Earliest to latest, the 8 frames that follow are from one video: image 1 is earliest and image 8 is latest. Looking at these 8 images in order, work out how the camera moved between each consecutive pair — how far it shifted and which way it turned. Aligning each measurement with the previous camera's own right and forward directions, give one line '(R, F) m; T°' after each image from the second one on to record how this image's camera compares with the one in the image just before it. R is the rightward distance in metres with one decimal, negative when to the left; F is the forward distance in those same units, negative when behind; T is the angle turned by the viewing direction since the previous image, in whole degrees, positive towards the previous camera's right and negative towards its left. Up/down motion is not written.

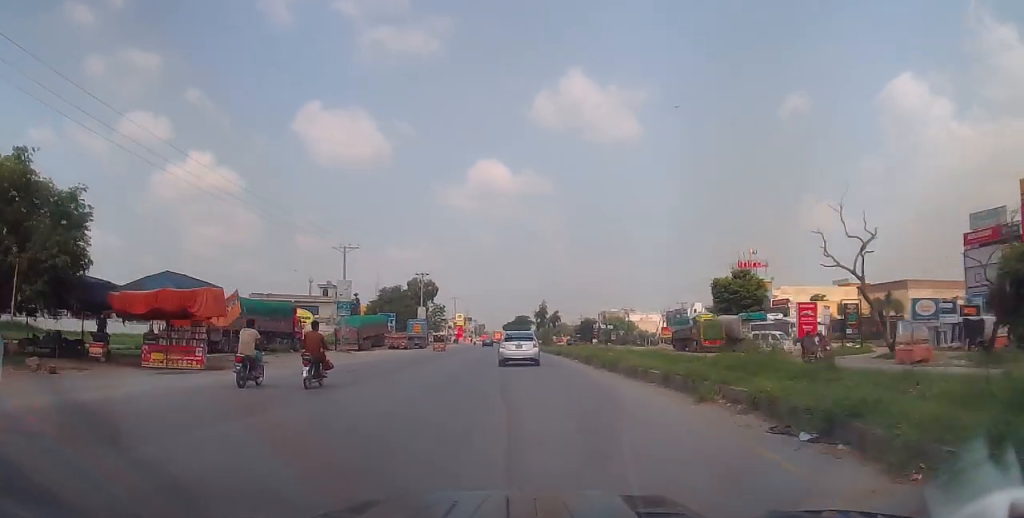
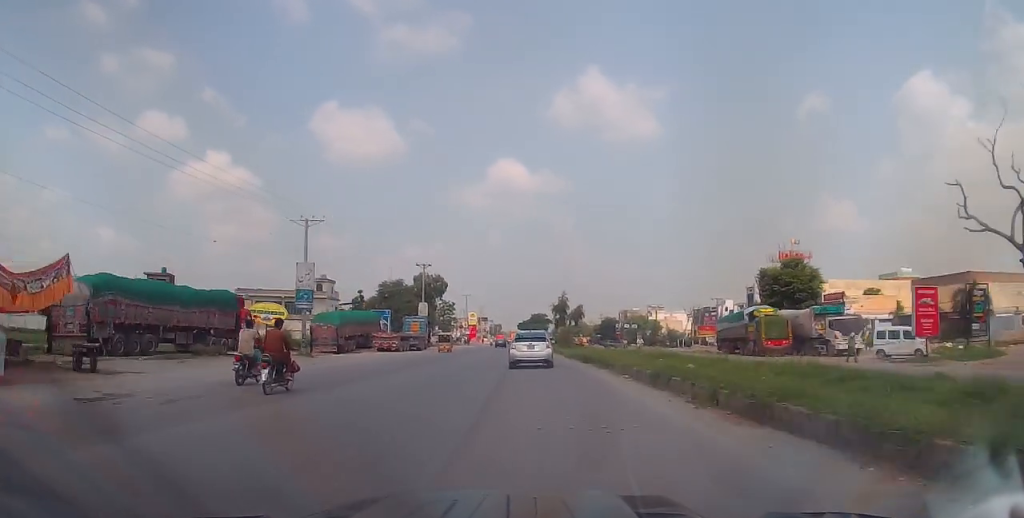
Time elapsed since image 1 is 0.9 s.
(+0.1, +12.9) m; -1°
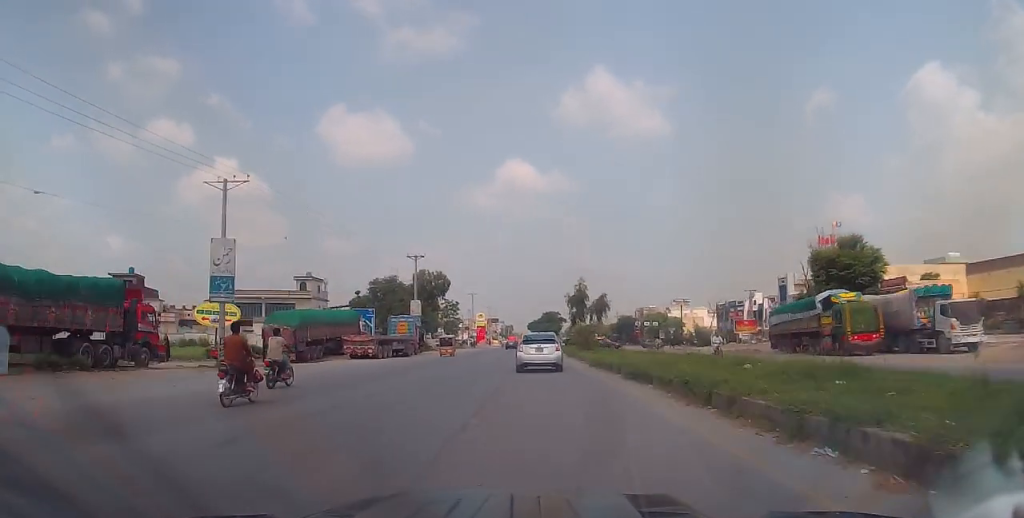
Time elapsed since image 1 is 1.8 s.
(-0.3, +12.7) m; -1°
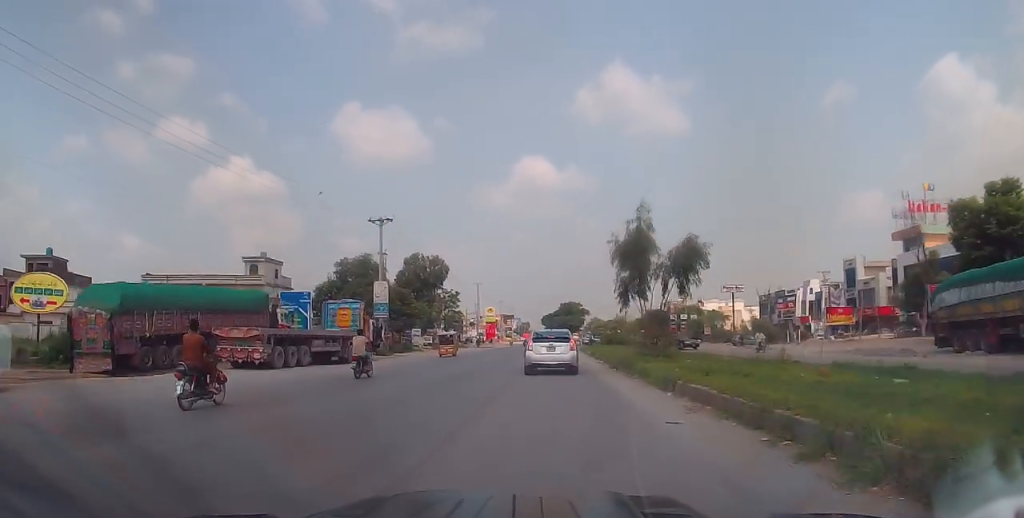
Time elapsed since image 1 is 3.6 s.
(+0.1, +22.0) m; 0°
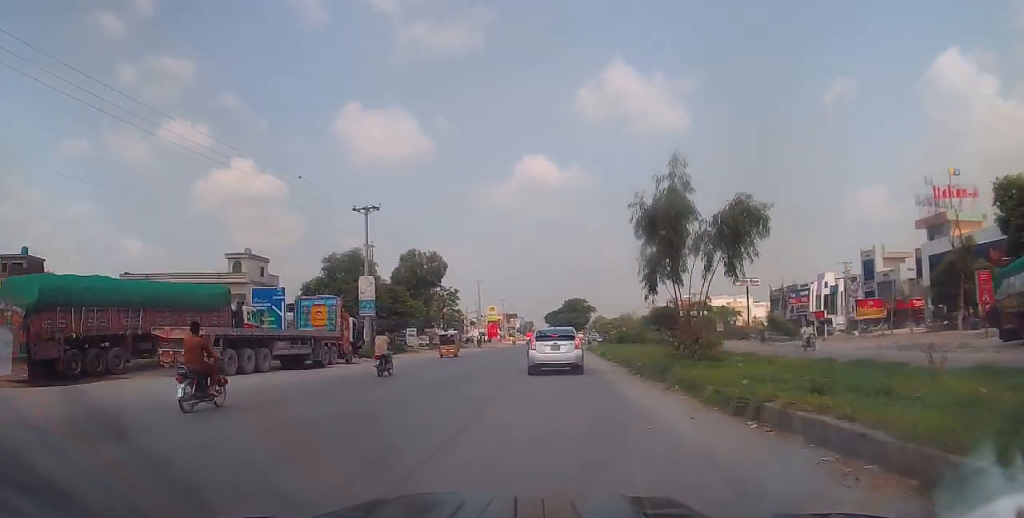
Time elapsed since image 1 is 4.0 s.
(-0.1, +5.0) m; 0°
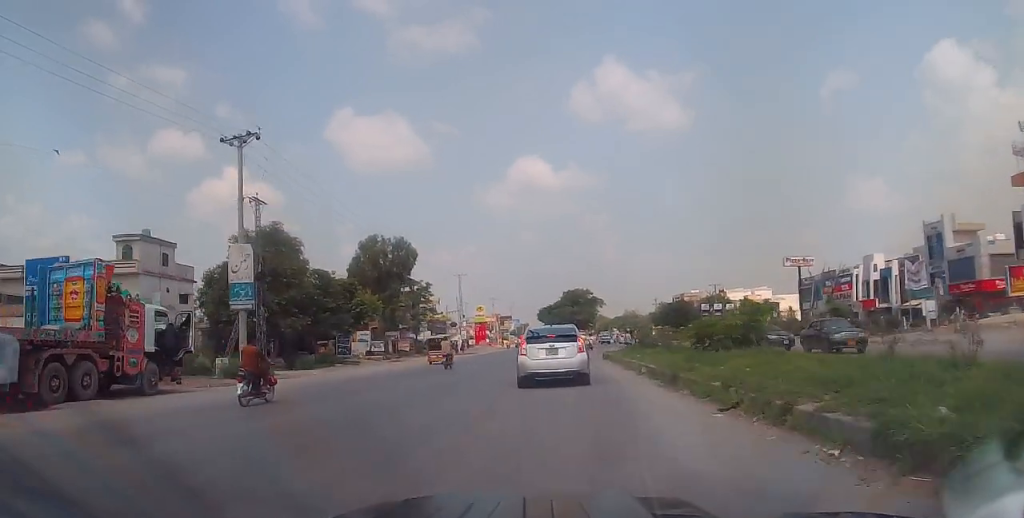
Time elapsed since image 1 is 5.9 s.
(0.0, +20.0) m; -2°
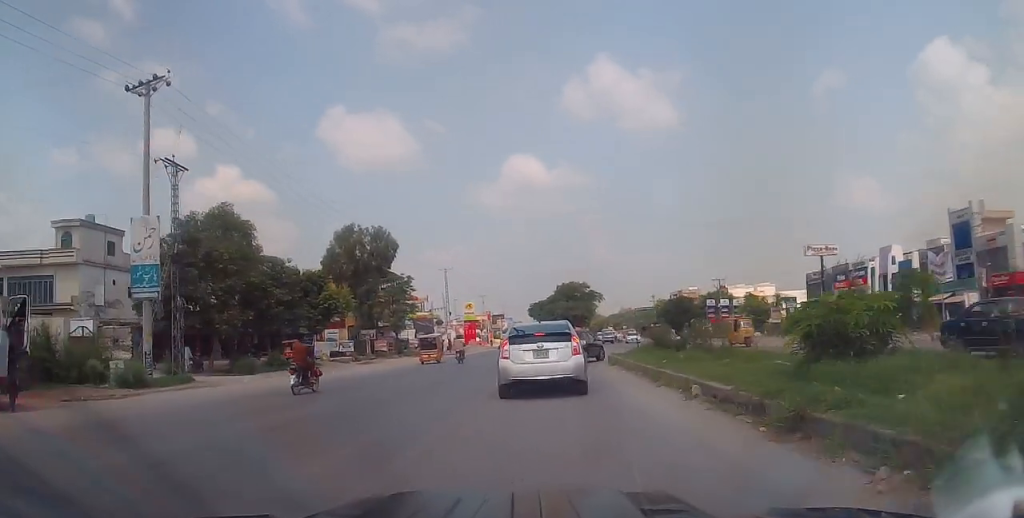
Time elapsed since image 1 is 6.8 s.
(-0.2, +7.2) m; -1°
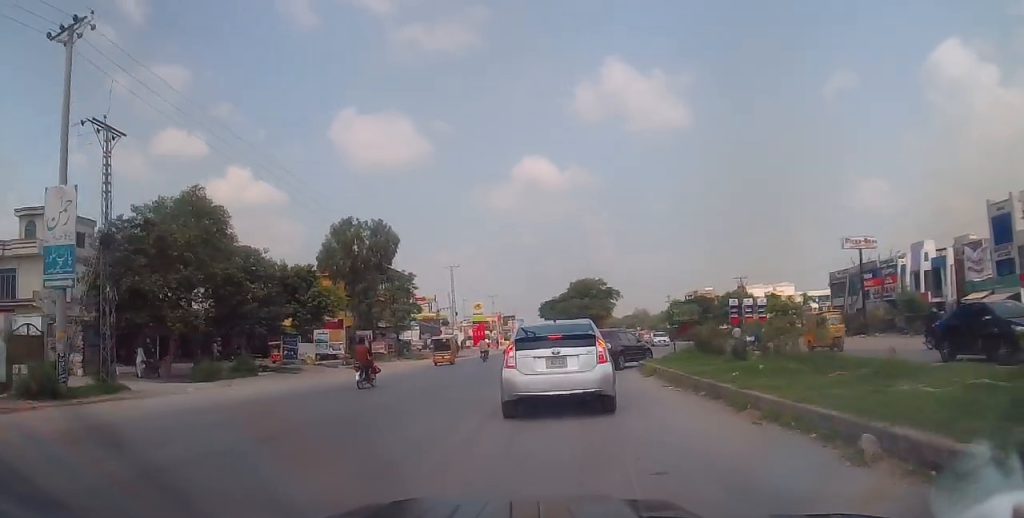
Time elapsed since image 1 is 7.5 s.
(-0.1, +5.4) m; +1°
